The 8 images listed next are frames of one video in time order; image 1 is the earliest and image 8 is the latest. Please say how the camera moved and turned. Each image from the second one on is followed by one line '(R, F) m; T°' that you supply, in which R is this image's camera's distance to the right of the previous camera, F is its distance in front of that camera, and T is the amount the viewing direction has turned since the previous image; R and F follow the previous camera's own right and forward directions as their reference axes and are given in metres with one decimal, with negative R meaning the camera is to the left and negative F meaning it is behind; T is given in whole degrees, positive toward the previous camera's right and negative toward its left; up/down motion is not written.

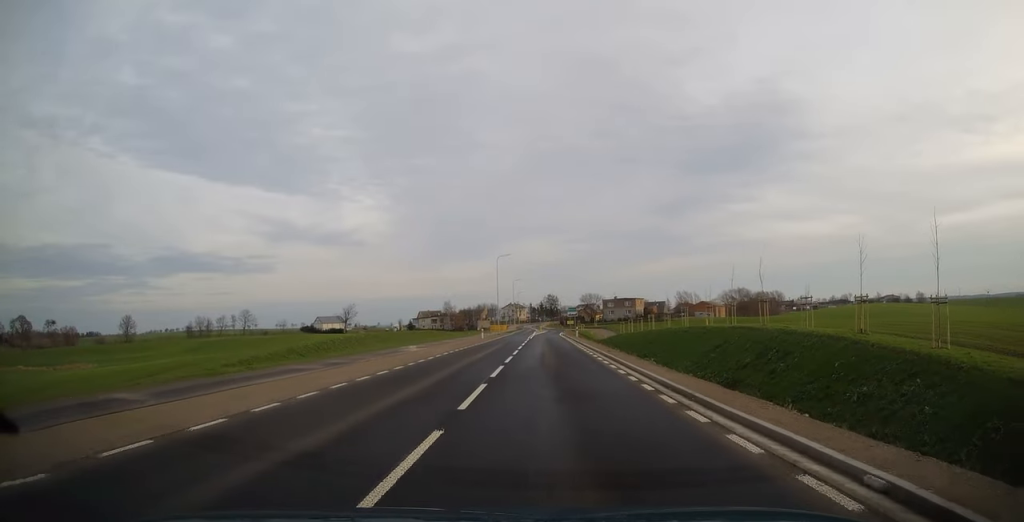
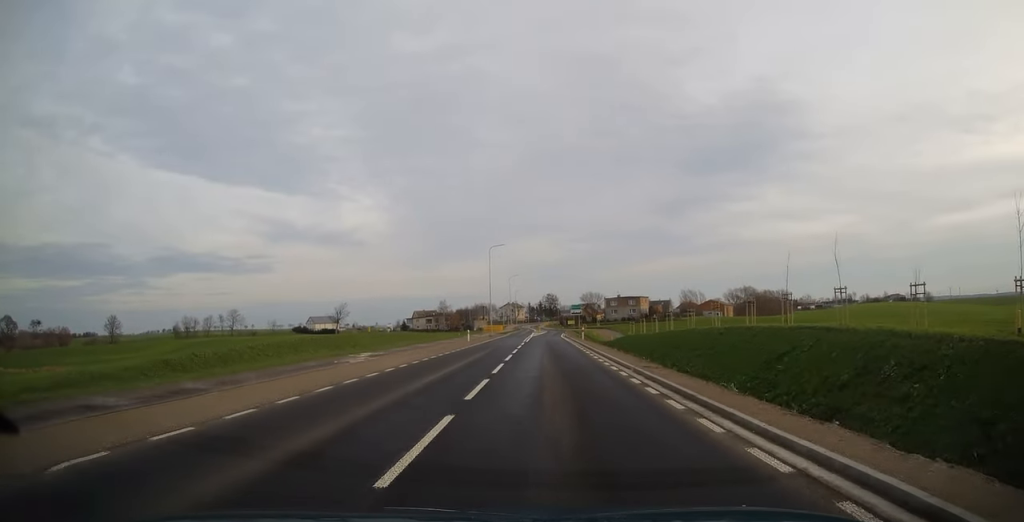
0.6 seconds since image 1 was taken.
(+0.1, +11.8) m; 0°
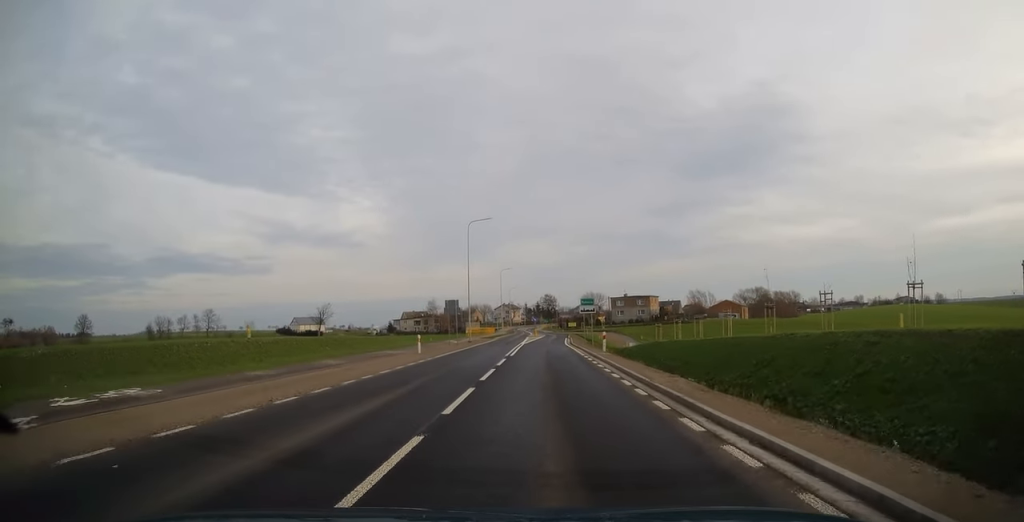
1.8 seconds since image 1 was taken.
(-0.3, +20.9) m; -1°
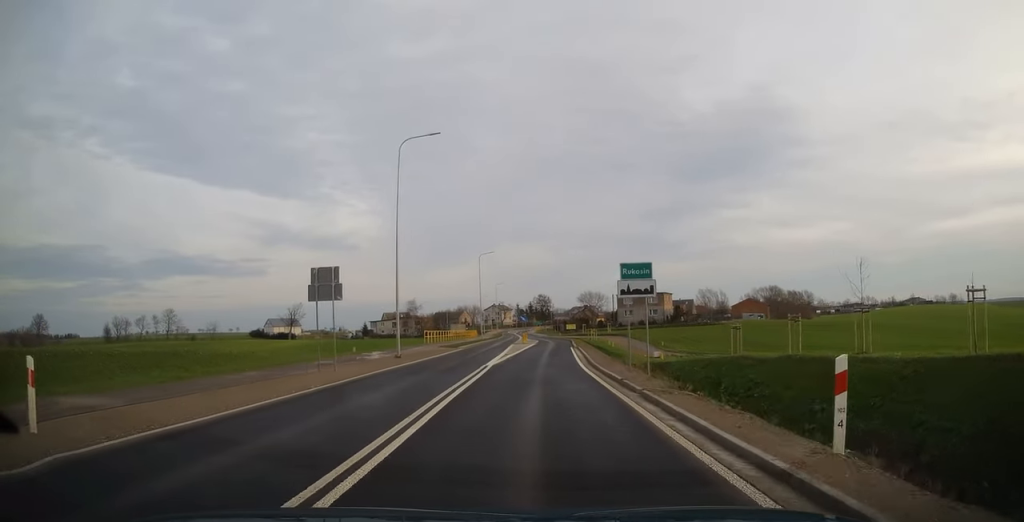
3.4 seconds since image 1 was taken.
(+0.1, +25.9) m; +1°
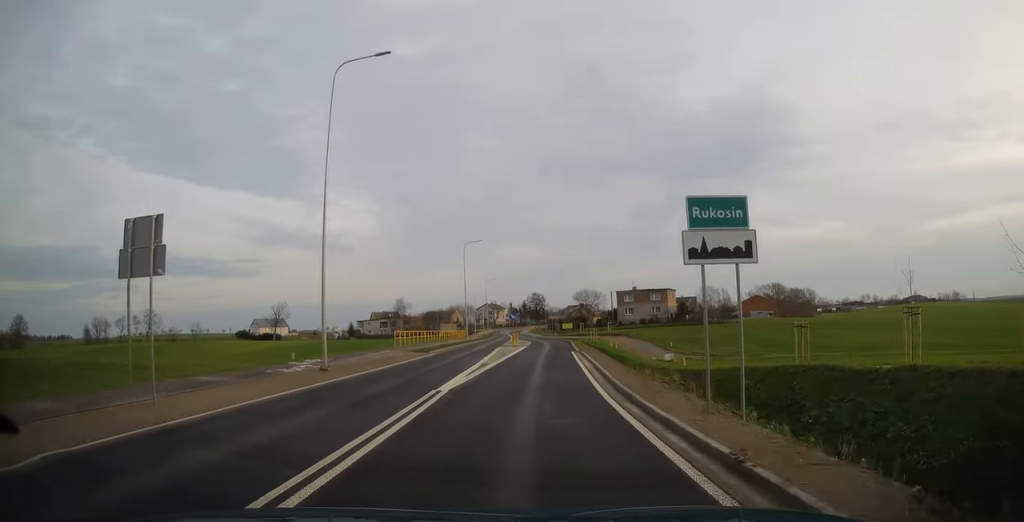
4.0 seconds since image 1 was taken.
(0.0, +9.4) m; 0°
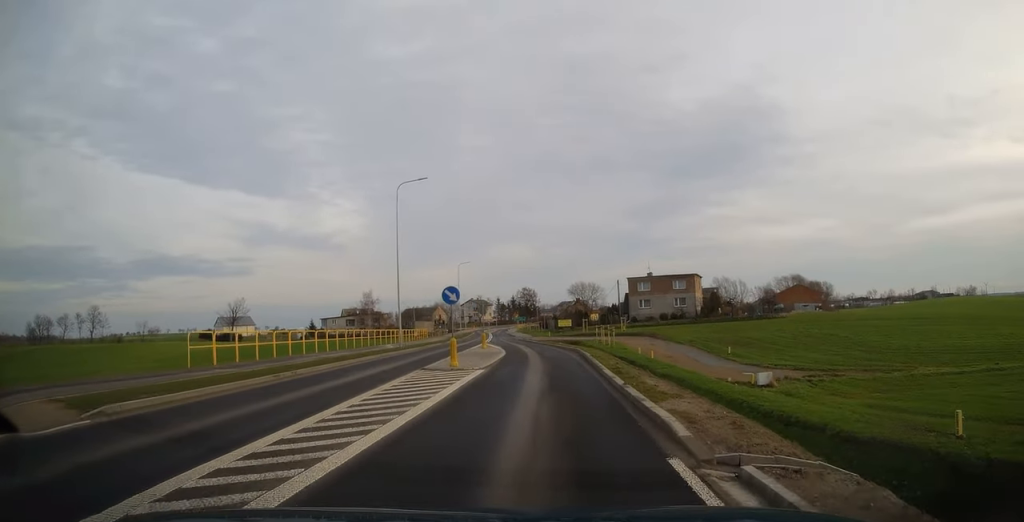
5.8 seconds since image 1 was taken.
(+0.3, +27.8) m; +2°
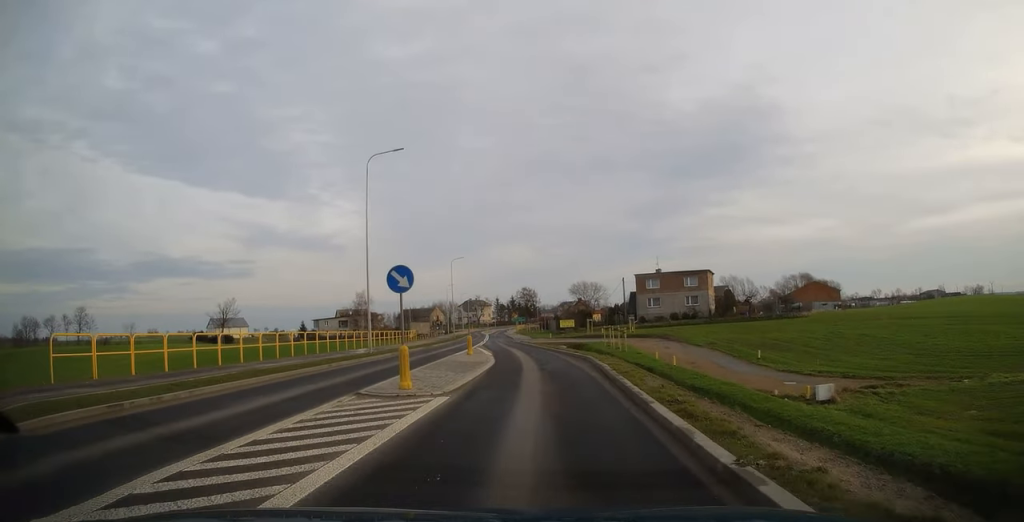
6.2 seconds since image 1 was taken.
(+0.2, +7.1) m; 0°
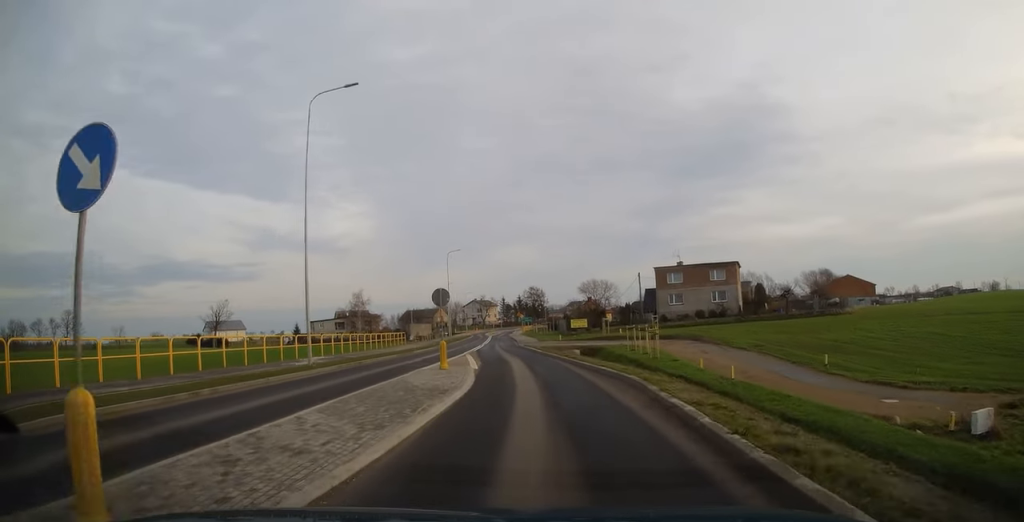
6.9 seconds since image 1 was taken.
(0.0, +9.7) m; 0°
